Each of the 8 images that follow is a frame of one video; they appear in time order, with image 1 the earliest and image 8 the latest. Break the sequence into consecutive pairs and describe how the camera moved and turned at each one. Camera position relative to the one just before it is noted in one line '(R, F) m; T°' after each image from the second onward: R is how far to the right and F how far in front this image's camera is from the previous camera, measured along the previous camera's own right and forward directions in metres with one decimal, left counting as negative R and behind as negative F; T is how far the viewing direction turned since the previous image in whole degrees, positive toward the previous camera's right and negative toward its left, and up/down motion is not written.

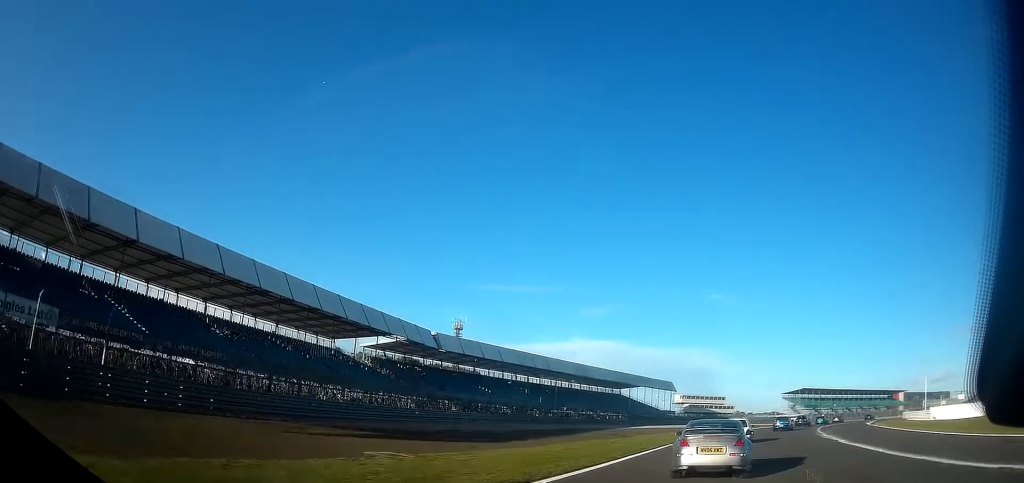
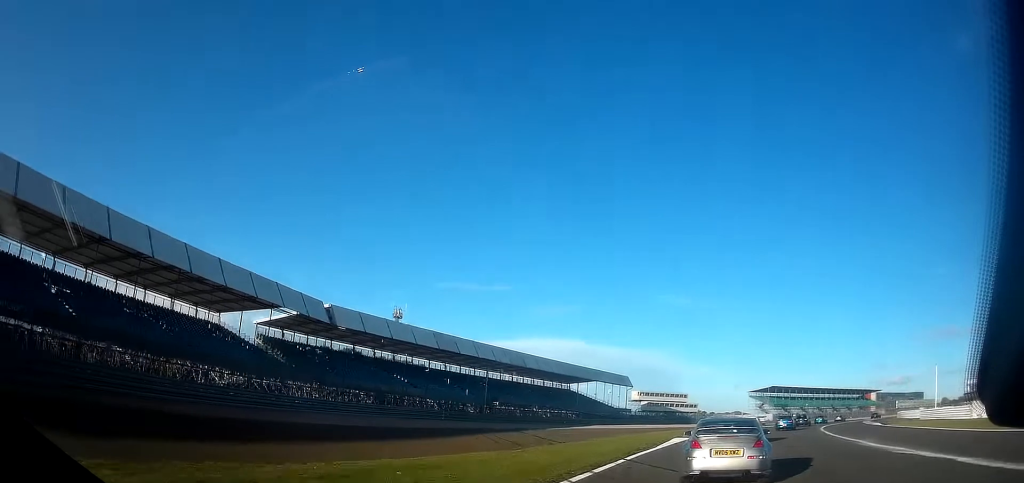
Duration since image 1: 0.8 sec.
(+0.5, +16.4) m; +4°
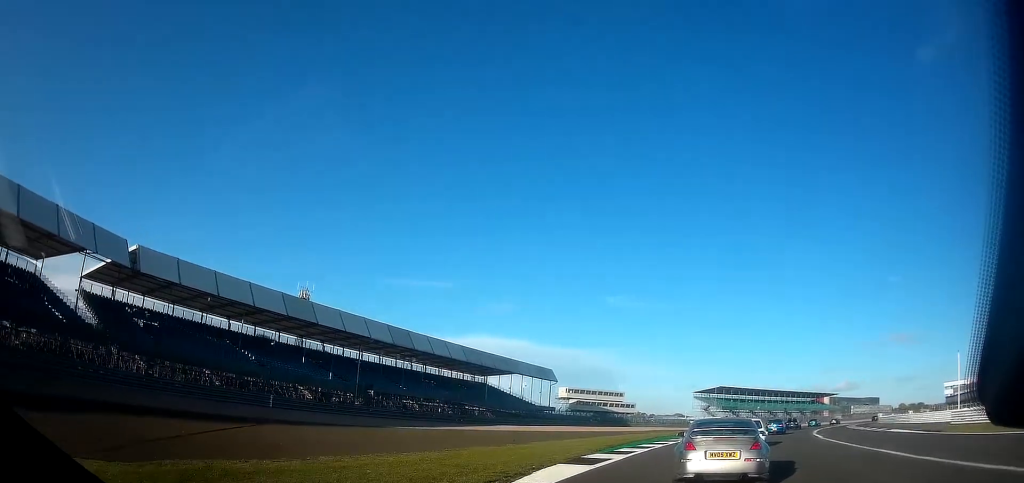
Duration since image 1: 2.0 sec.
(+1.0, +20.2) m; +5°
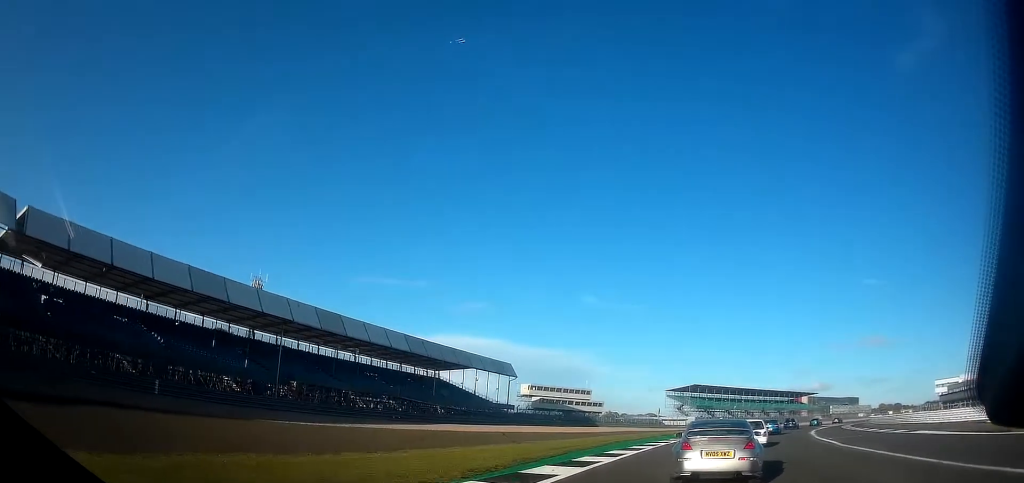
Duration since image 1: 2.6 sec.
(+0.2, +10.4) m; +2°
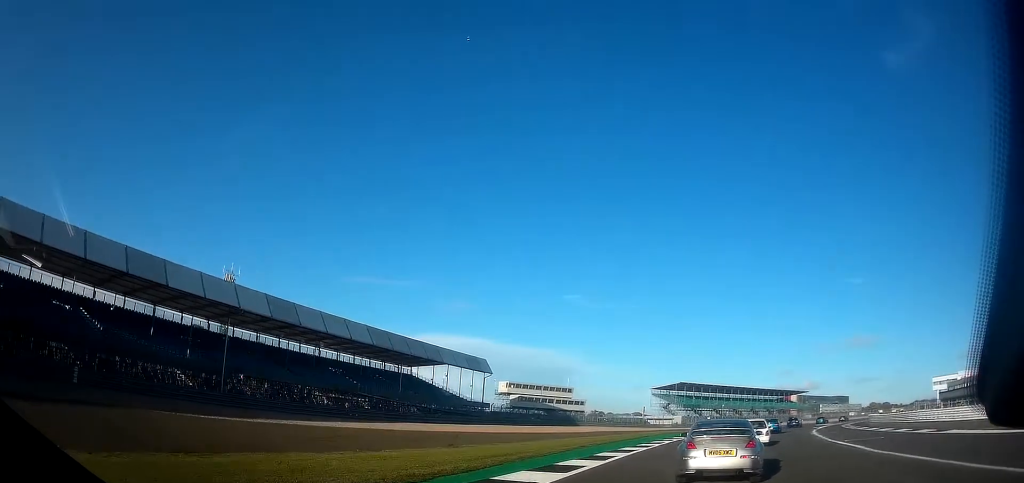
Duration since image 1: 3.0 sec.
(+0.2, +6.7) m; +2°
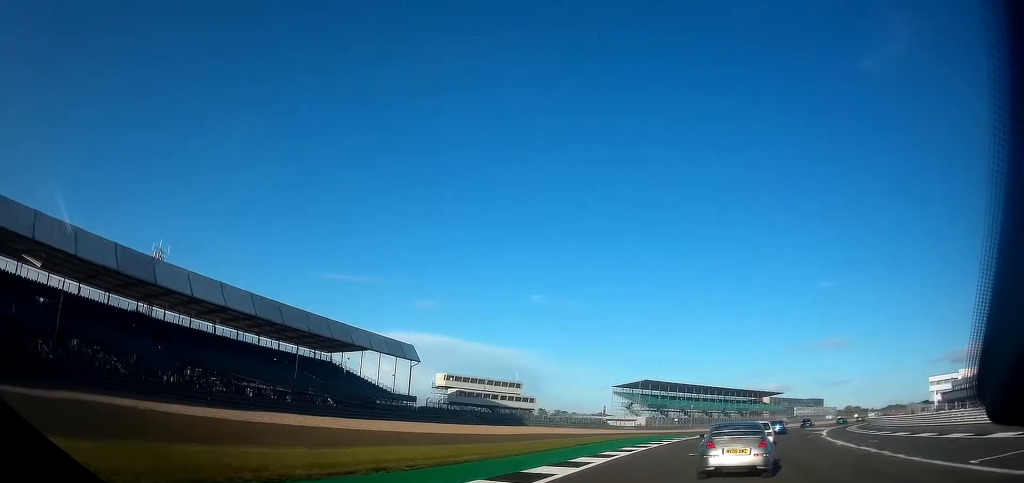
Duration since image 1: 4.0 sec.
(+0.8, +17.8) m; +5°
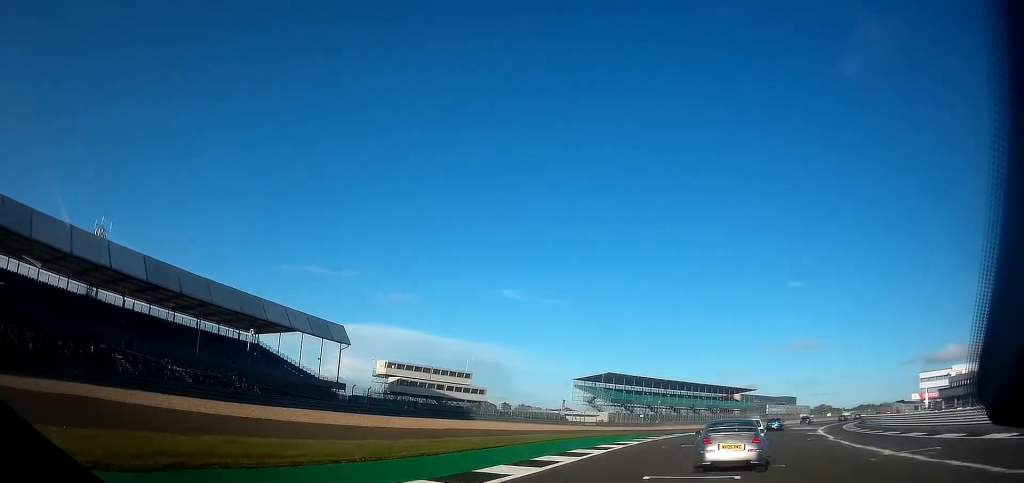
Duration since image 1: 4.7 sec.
(+0.3, +11.2) m; +2°
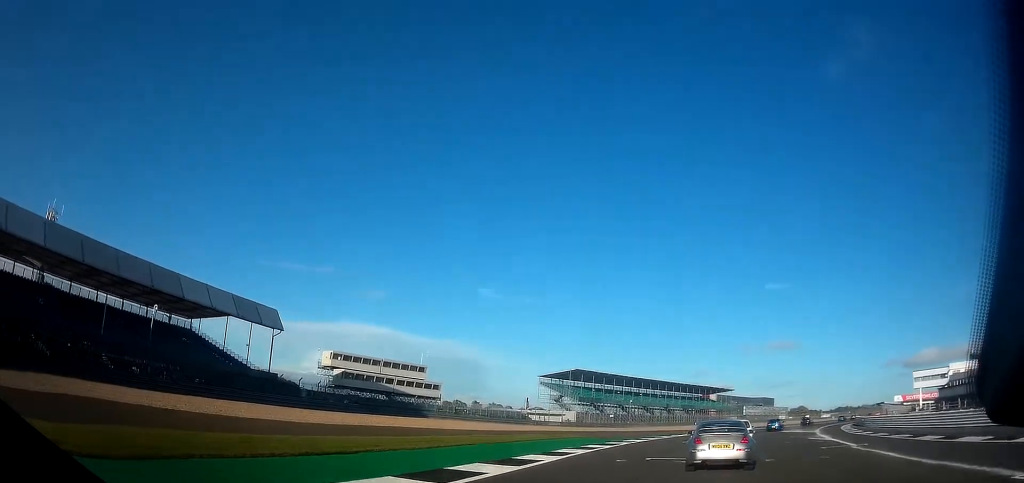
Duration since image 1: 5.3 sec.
(0.0, +9.8) m; +1°
